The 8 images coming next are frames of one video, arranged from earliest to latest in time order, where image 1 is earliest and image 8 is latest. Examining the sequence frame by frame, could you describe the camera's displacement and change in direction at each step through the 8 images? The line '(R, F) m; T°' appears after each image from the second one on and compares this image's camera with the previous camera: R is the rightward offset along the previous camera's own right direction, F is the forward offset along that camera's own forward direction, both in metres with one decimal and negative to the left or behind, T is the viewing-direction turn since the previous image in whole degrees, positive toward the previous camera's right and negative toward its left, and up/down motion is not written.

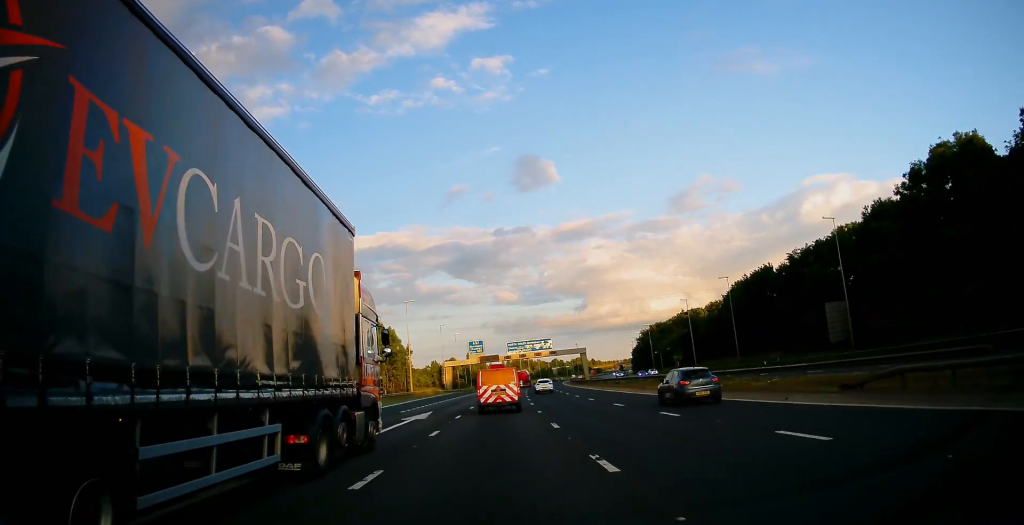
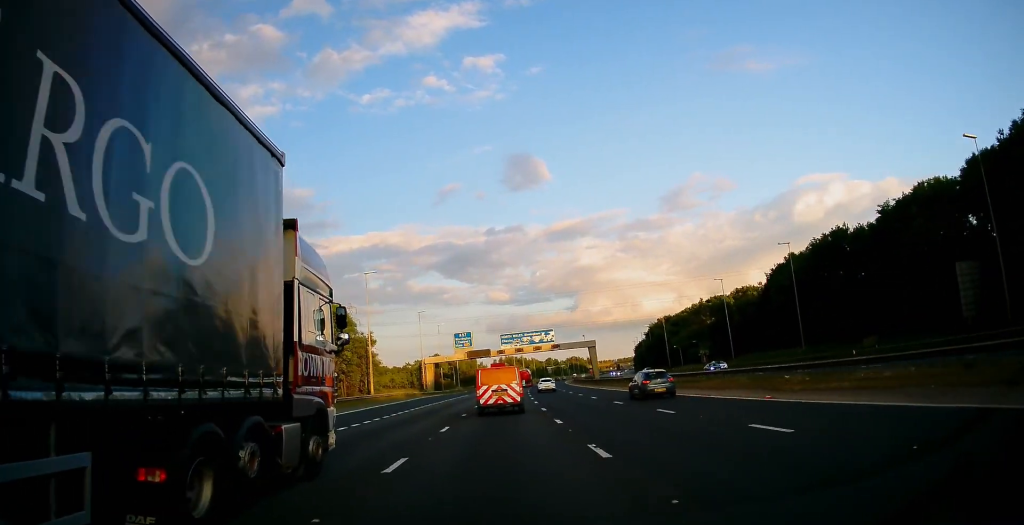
(0.0, +24.7) m; 0°
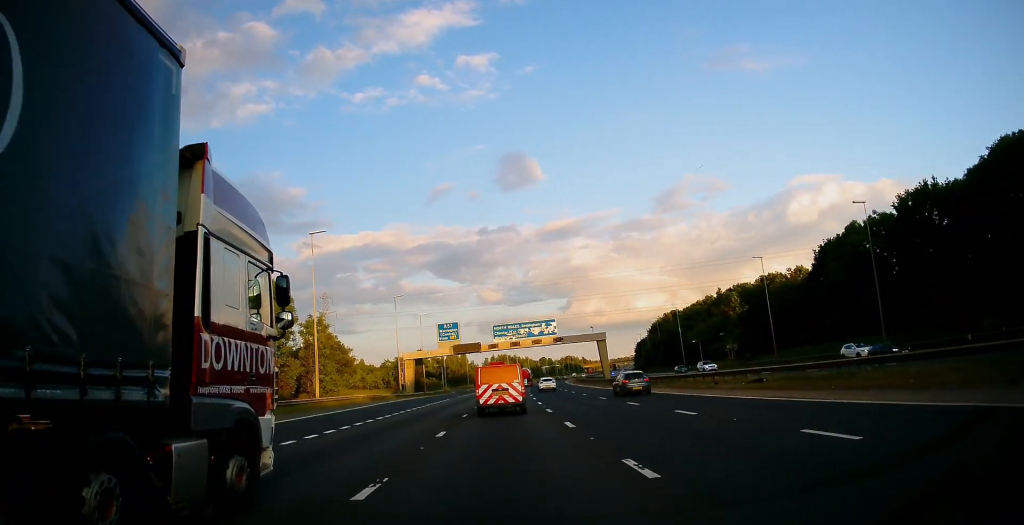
(0.0, +19.8) m; 0°
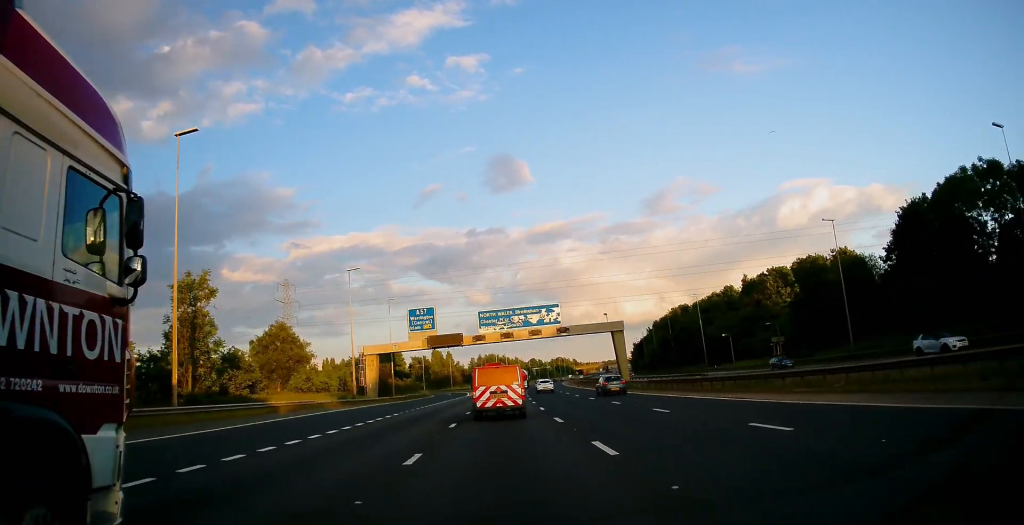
(0.0, +22.4) m; +1°
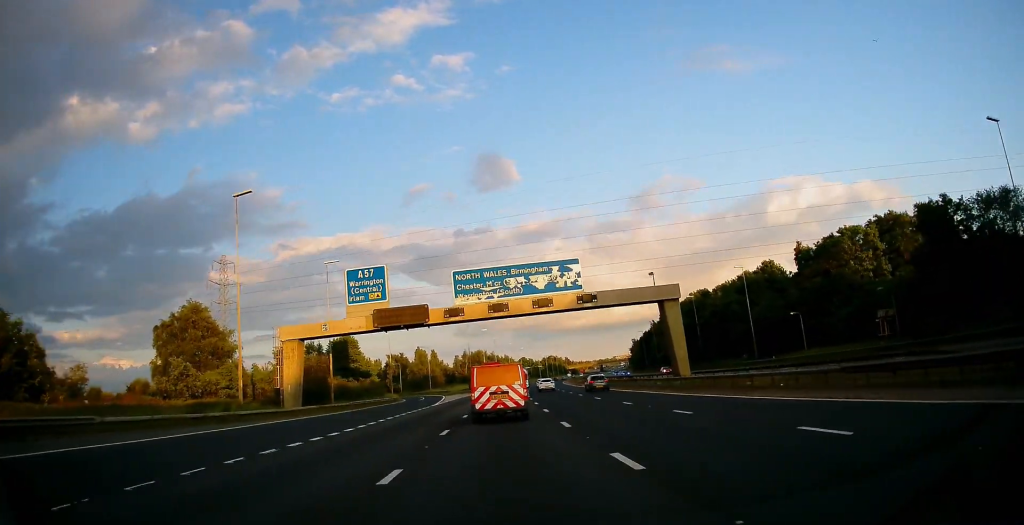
(+0.3, +29.0) m; +1°
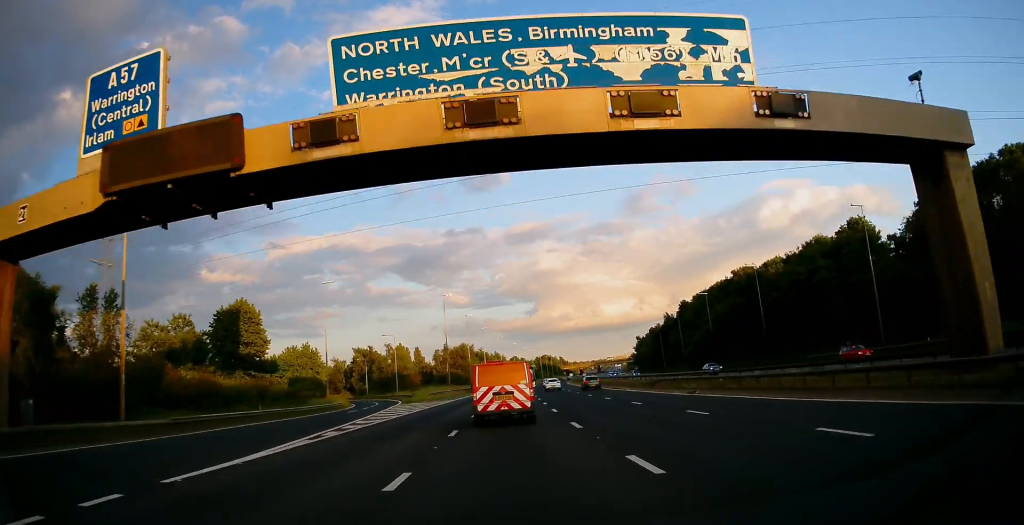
(+0.5, +36.1) m; +1°
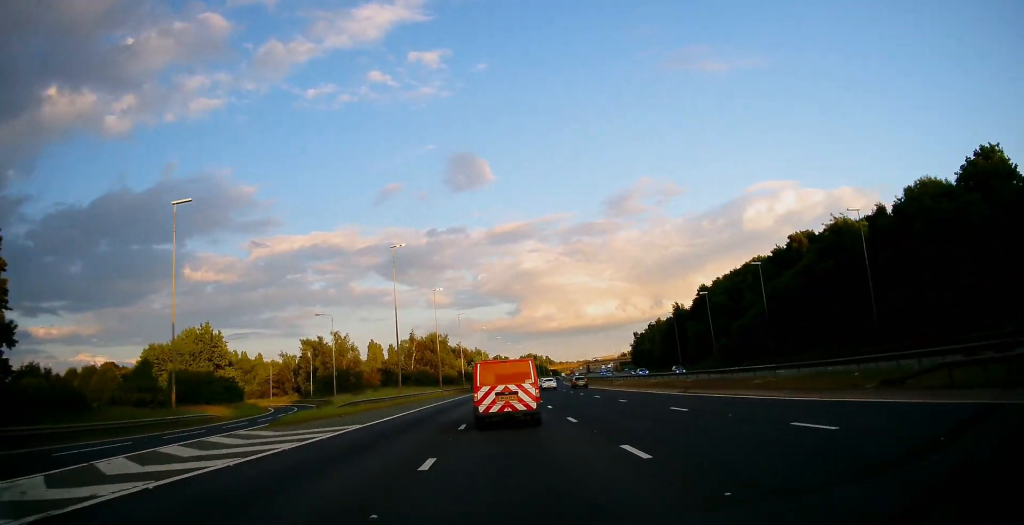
(+0.1, +33.9) m; +2°
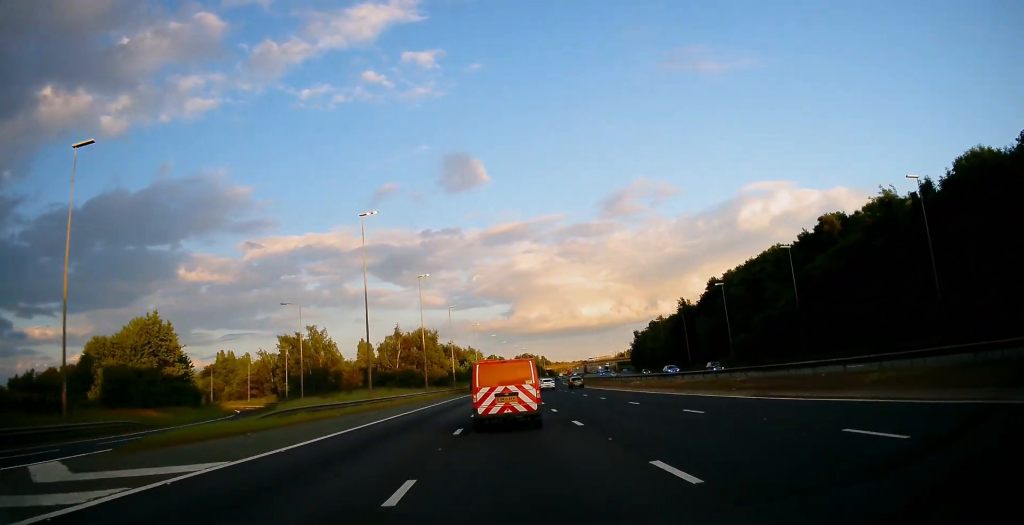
(+0.4, +11.9) m; +1°
